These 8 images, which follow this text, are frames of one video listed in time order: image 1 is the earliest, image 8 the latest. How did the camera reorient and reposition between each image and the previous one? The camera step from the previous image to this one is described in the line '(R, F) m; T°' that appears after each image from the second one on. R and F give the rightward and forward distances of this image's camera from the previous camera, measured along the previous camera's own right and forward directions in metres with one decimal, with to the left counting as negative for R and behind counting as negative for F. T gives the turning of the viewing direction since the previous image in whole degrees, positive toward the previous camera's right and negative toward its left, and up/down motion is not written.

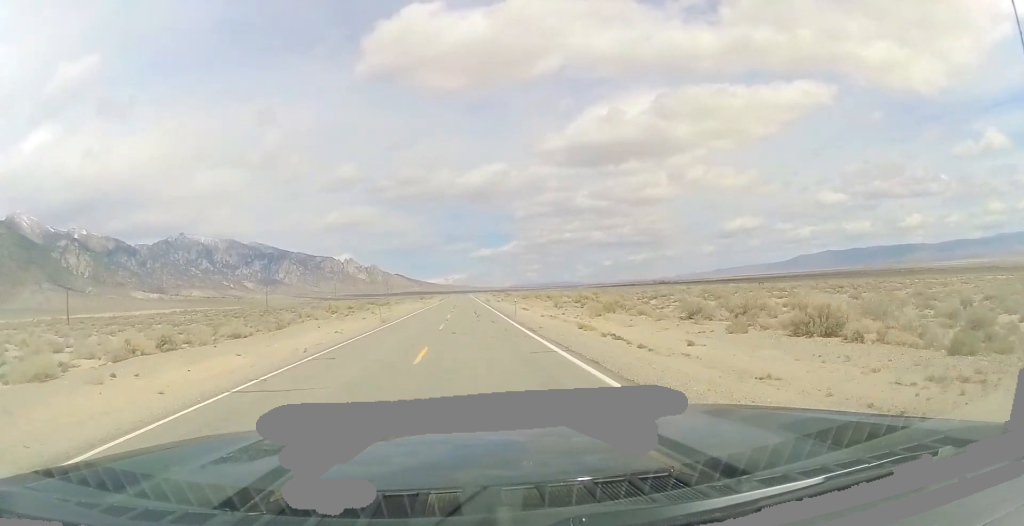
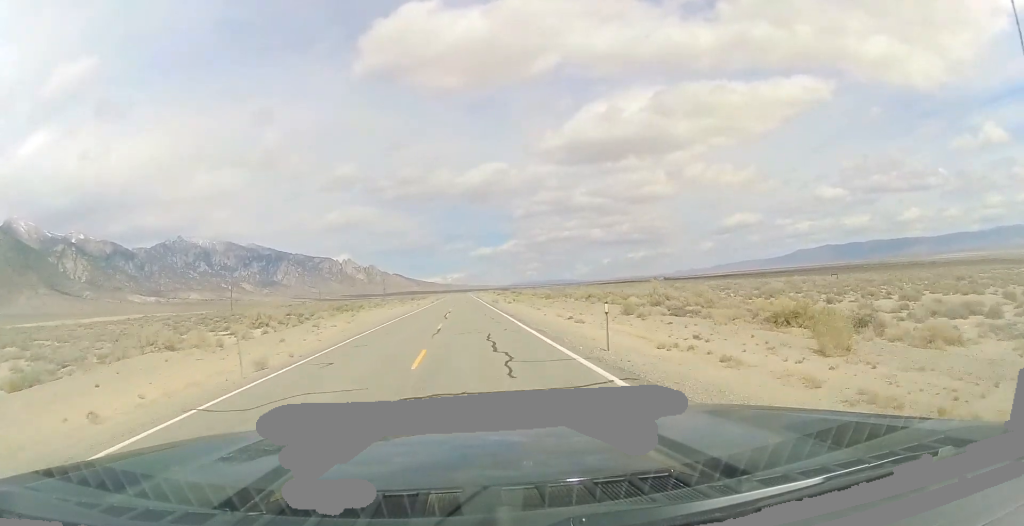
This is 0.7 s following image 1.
(0.0, +25.4) m; 0°
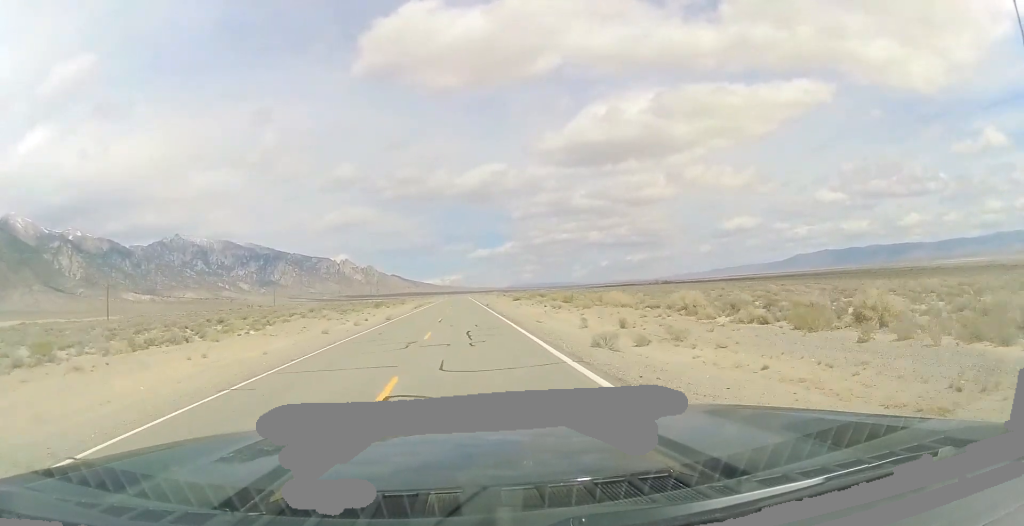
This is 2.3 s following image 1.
(0.0, +53.3) m; 0°
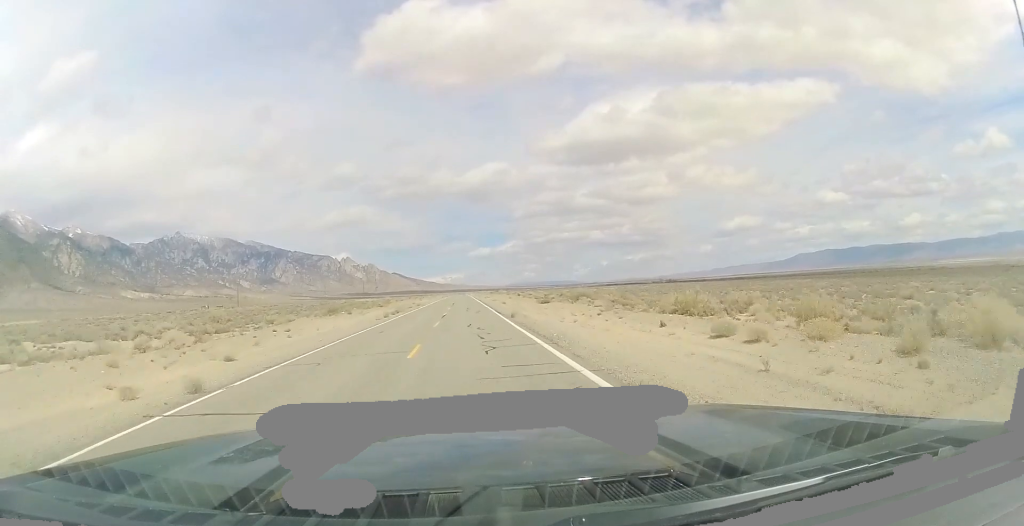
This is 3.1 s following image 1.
(0.0, +30.2) m; +1°
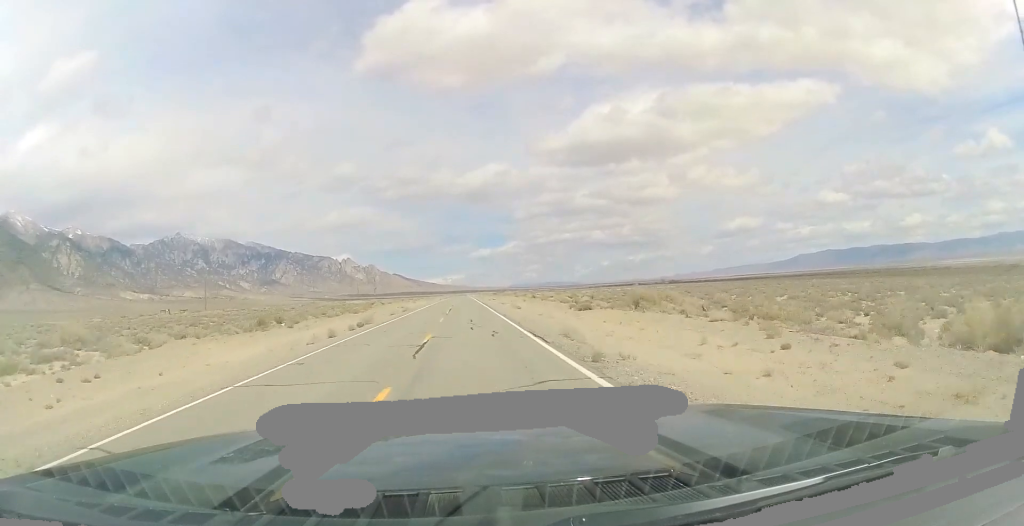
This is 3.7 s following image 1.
(+0.5, +19.8) m; 0°
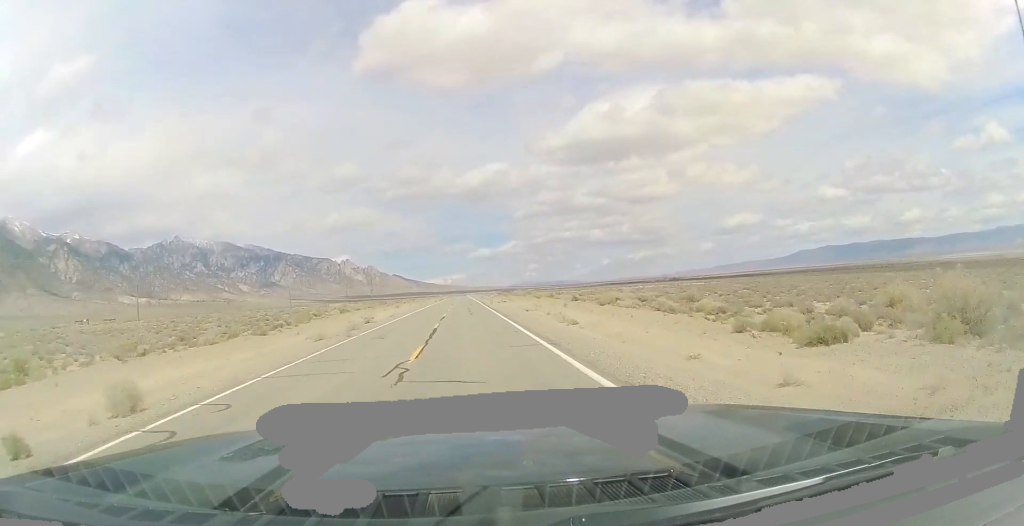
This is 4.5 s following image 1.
(-0.5, +29.0) m; -1°
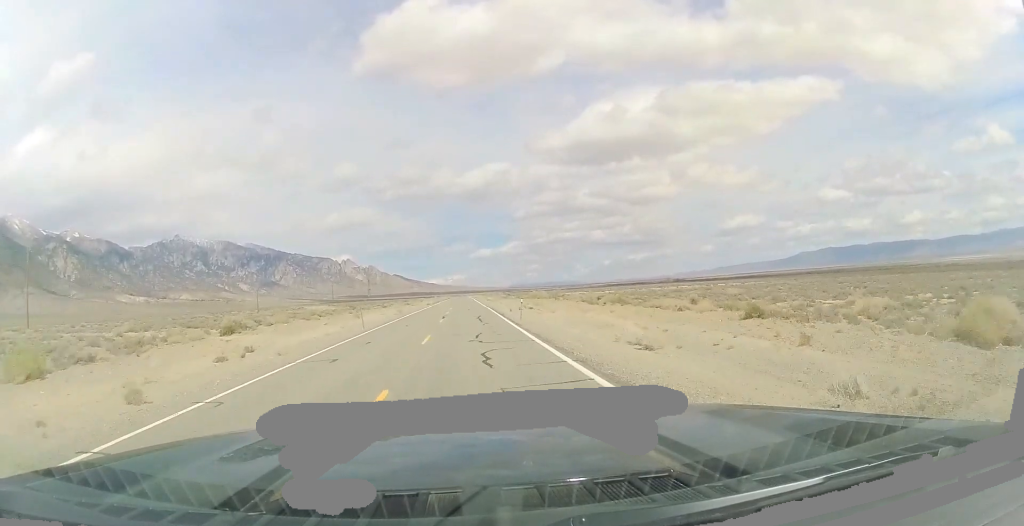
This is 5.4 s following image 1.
(-0.3, +31.4) m; 0°
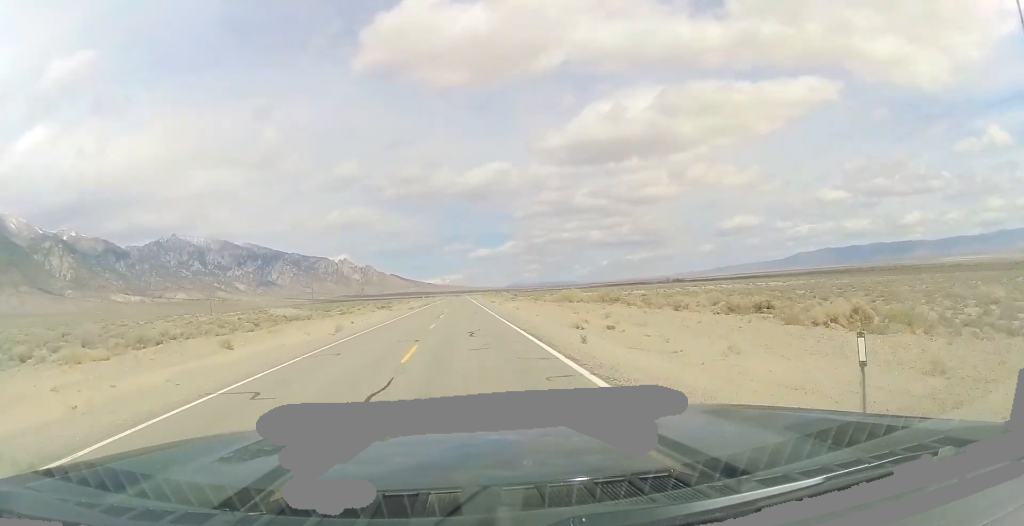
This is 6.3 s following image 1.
(+0.1, +29.2) m; +1°
